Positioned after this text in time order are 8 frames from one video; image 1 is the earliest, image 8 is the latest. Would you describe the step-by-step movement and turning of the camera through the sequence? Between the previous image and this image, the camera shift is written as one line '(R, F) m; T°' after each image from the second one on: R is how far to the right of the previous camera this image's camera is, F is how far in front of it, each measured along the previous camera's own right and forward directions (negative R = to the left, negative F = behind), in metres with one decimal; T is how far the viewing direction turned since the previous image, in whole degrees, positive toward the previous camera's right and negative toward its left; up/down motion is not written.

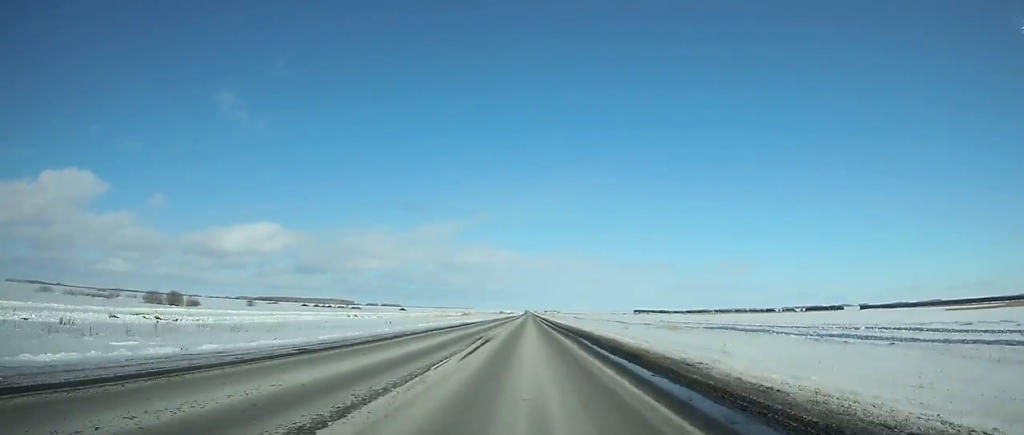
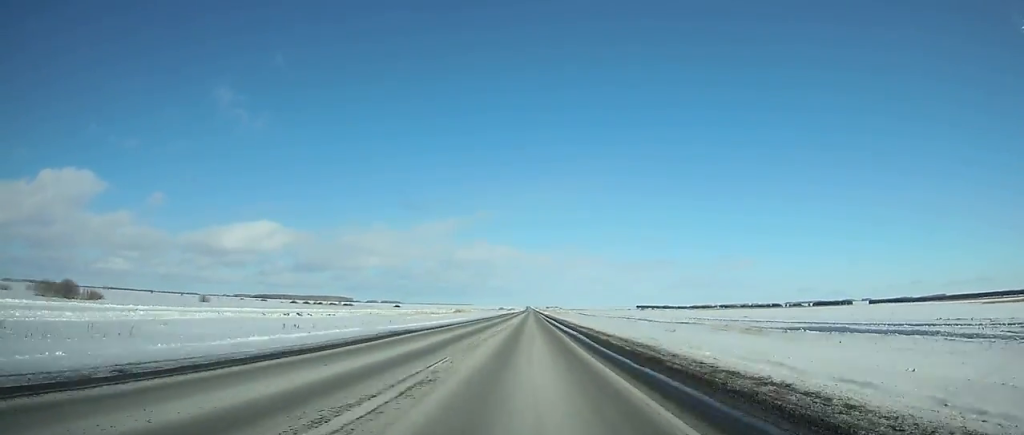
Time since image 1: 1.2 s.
(+0.1, +36.5) m; 0°
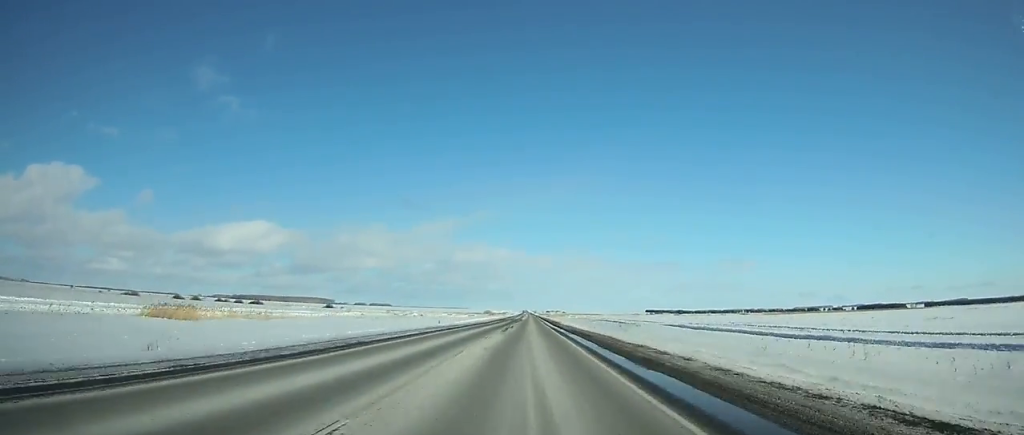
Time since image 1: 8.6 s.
(+1.1, +228.1) m; 0°
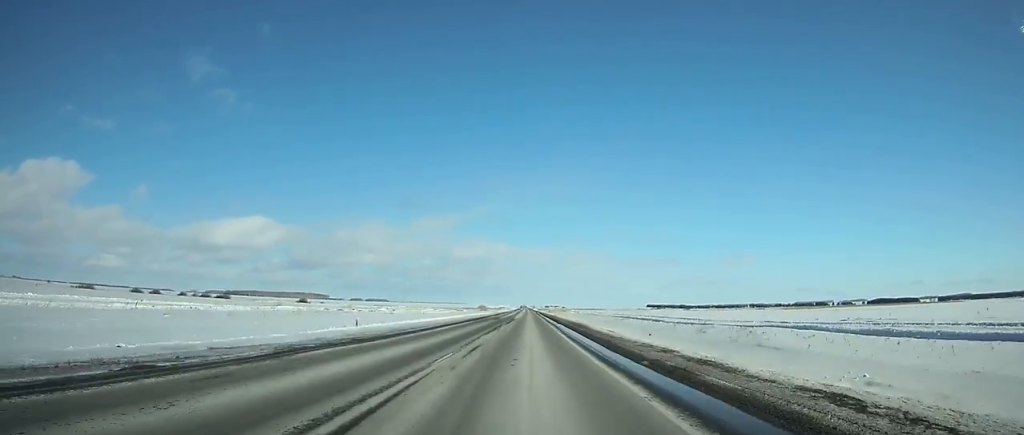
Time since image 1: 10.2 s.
(-0.1, +49.9) m; 0°
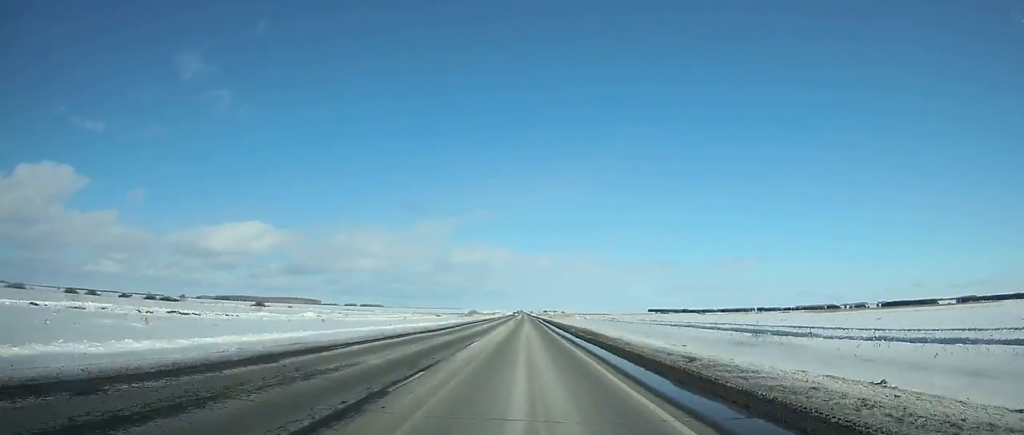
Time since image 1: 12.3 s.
(-0.1, +65.4) m; 0°
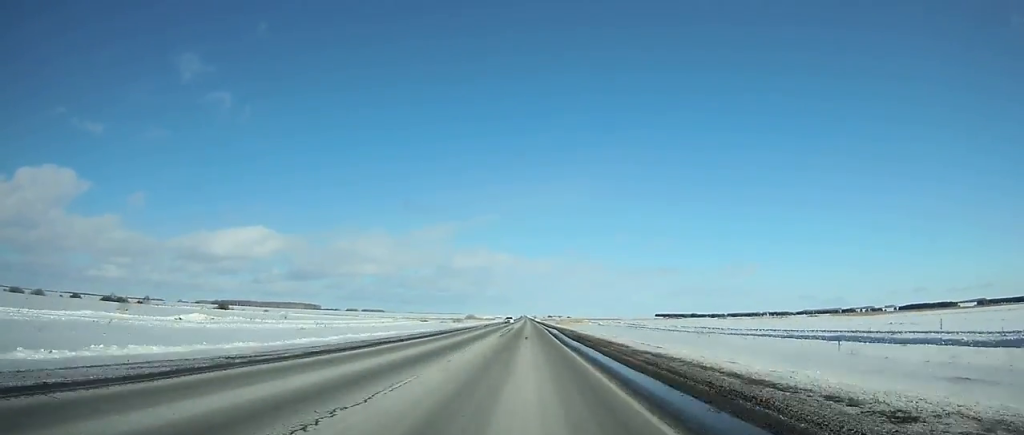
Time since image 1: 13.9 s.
(0.0, +50.0) m; 0°
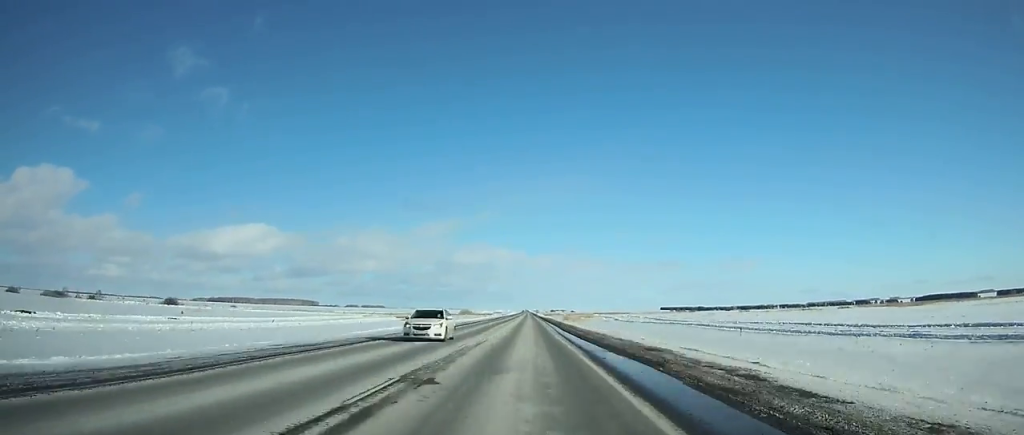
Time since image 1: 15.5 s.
(0.0, +50.1) m; 0°
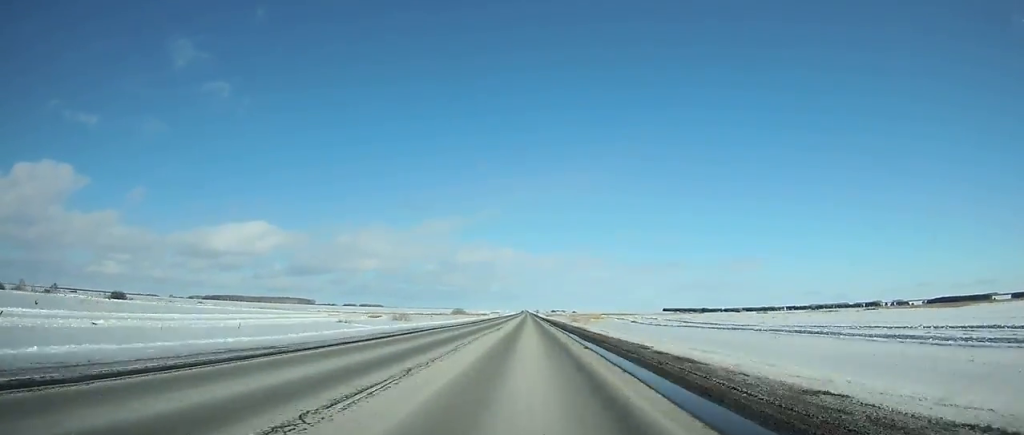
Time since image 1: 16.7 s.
(0.0, +37.6) m; 0°
